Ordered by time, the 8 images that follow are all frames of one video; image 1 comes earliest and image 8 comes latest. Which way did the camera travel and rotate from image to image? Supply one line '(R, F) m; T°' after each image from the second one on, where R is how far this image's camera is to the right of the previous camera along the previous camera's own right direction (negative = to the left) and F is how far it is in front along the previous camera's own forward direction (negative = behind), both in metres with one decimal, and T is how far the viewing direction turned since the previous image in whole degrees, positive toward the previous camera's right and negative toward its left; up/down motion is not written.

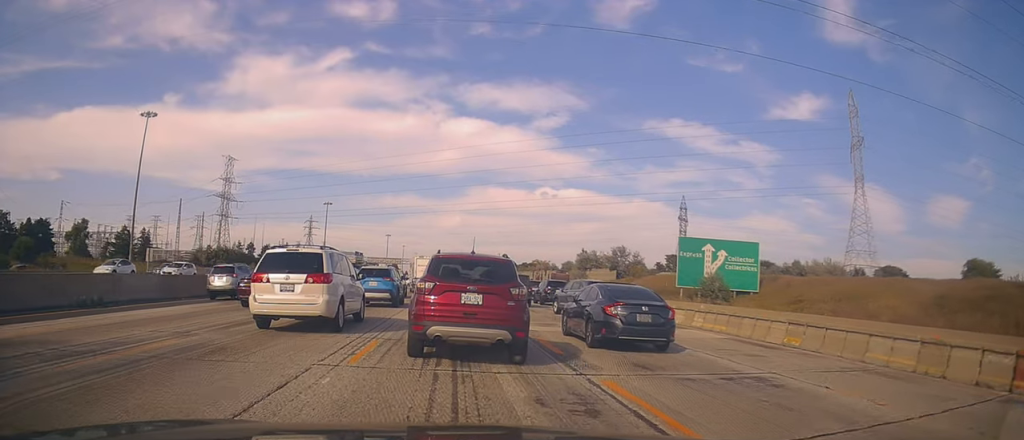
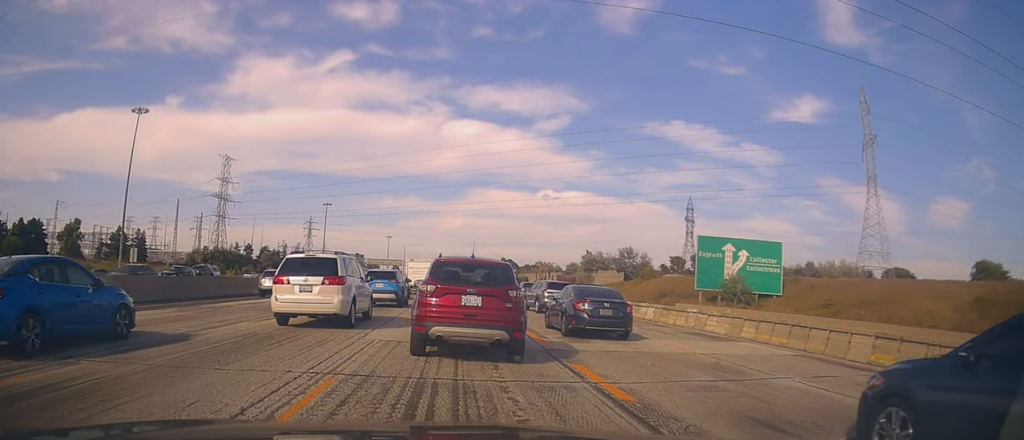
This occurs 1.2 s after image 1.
(+0.1, +4.7) m; +2°
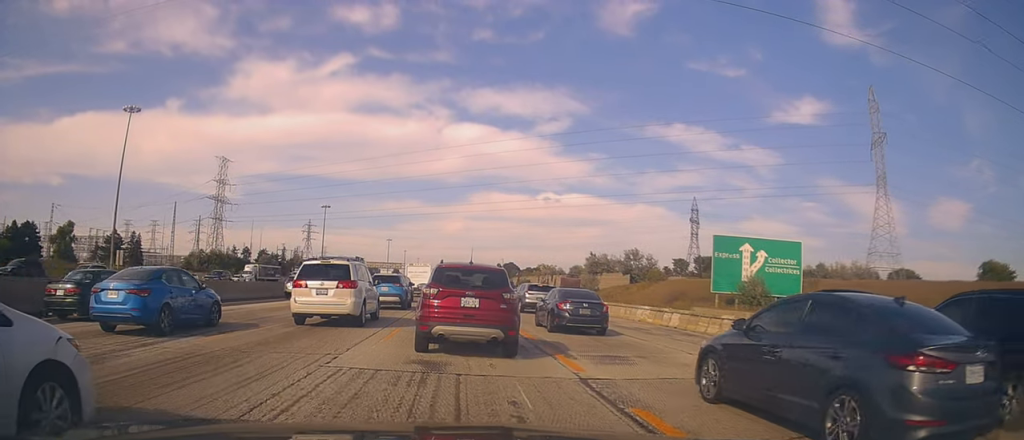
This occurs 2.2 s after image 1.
(0.0, +3.5) m; -4°
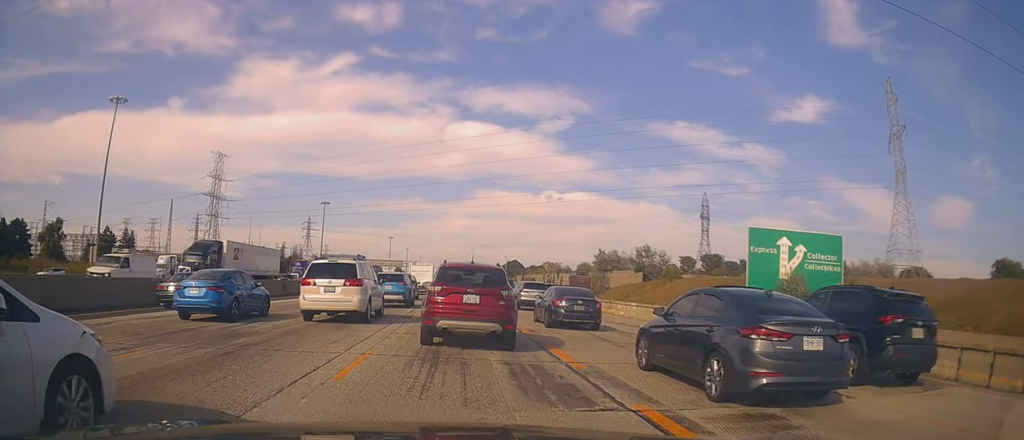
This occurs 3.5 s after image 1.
(-0.4, +4.4) m; -4°
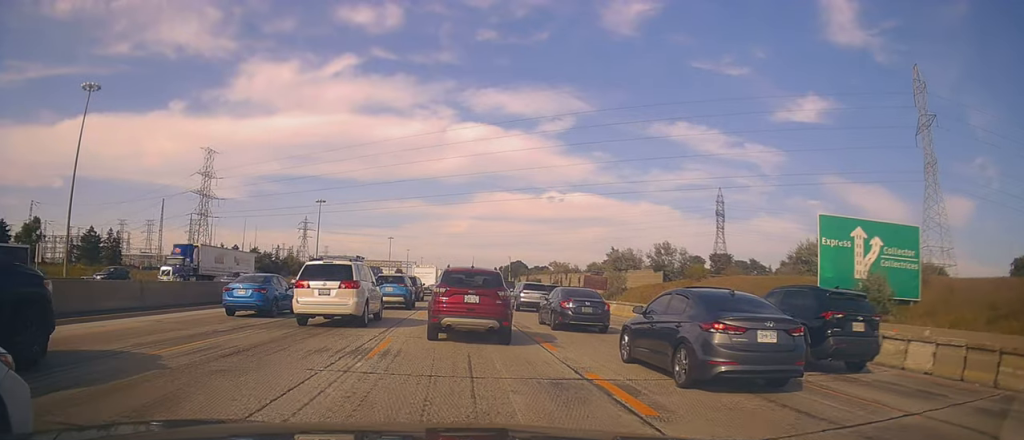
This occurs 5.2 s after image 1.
(+0.3, +8.0) m; +1°
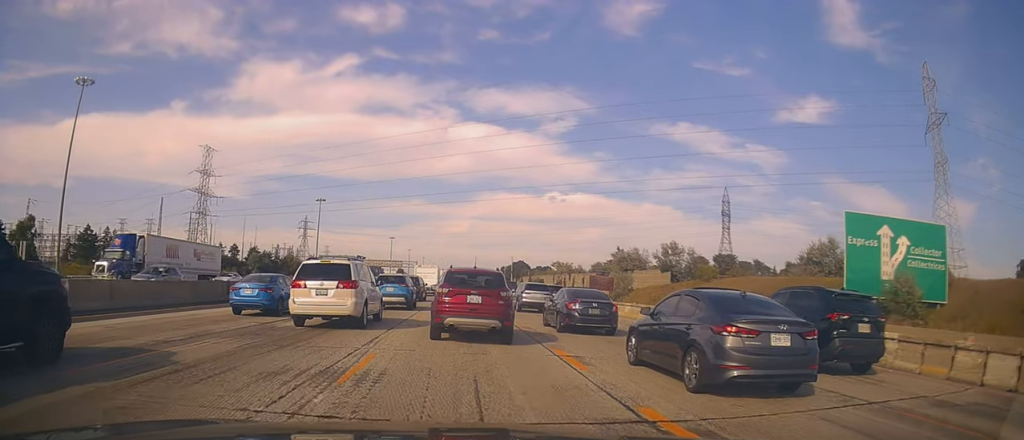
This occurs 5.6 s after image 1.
(0.0, +2.1) m; 0°
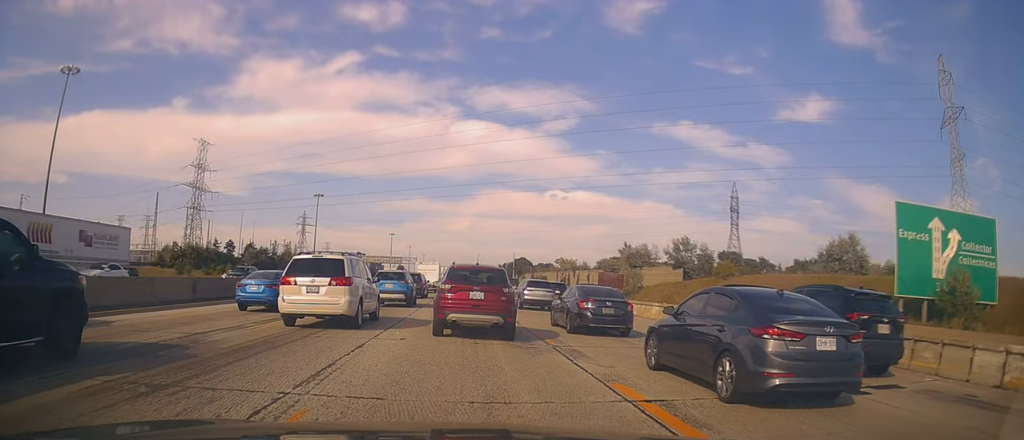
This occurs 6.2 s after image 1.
(-0.1, +3.9) m; +2°
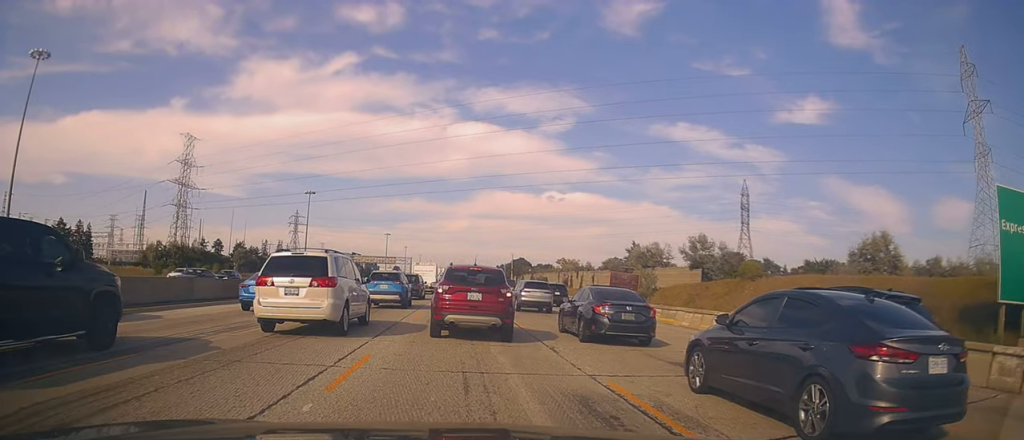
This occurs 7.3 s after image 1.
(+0.4, +7.2) m; +2°
